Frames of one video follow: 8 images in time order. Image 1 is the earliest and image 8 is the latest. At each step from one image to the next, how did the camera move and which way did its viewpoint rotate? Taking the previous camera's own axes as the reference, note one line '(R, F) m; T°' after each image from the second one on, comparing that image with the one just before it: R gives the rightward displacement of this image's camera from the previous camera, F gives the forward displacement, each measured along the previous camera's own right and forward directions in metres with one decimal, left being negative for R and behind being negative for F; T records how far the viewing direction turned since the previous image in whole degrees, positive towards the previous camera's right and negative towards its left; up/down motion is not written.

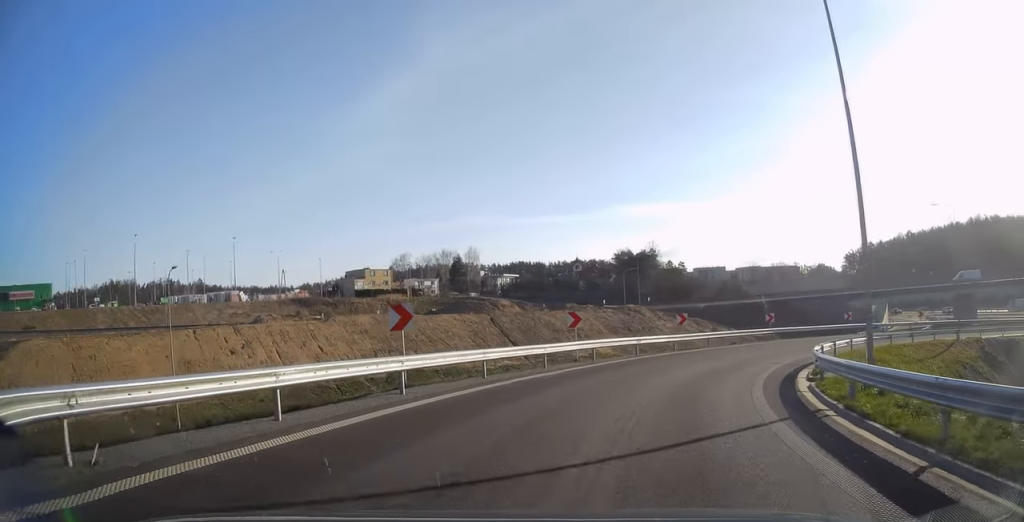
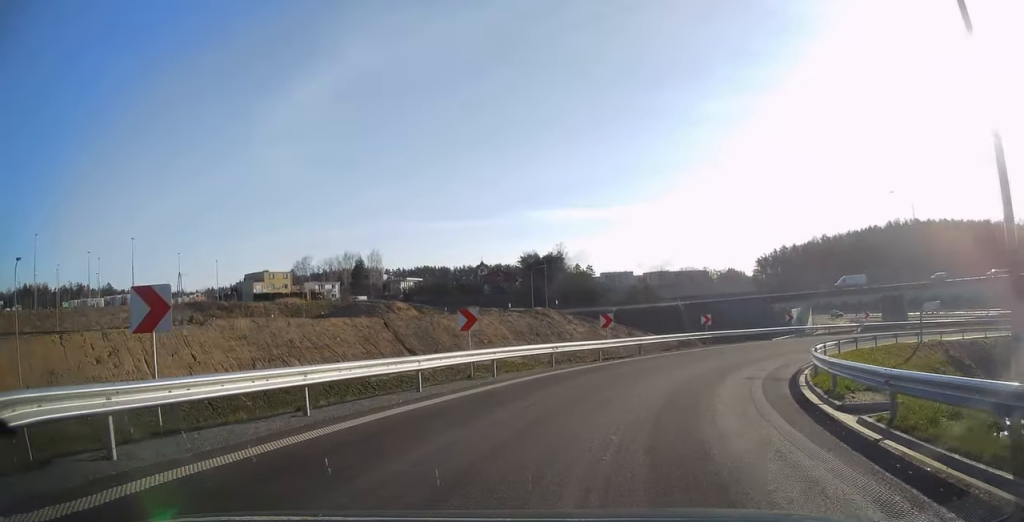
(+0.9, +6.5) m; +9°
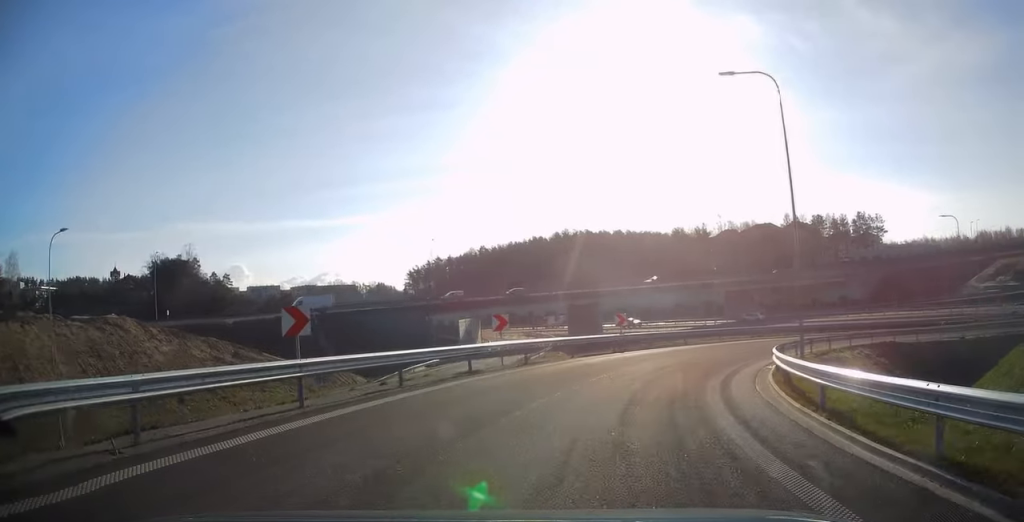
(+6.5, +23.0) m; +32°
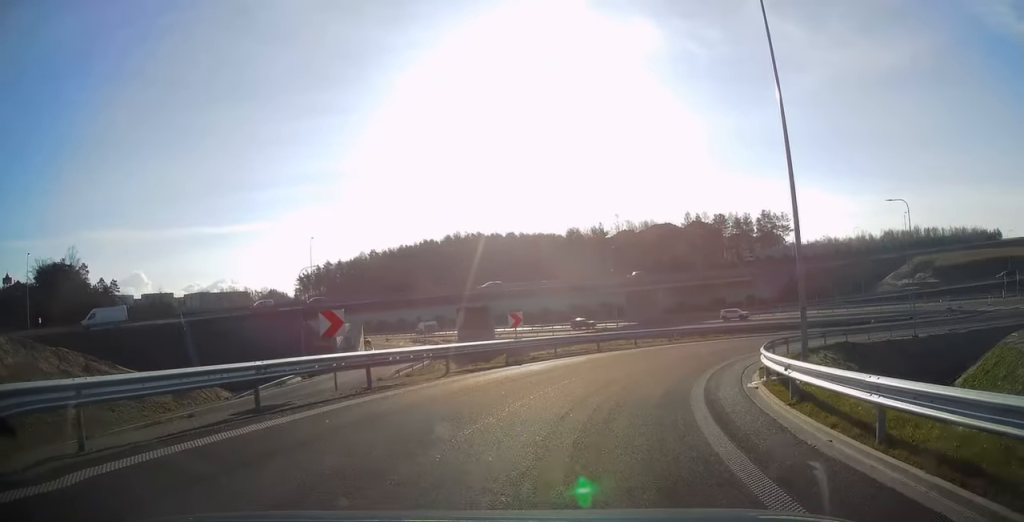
(+0.7, +7.8) m; +10°
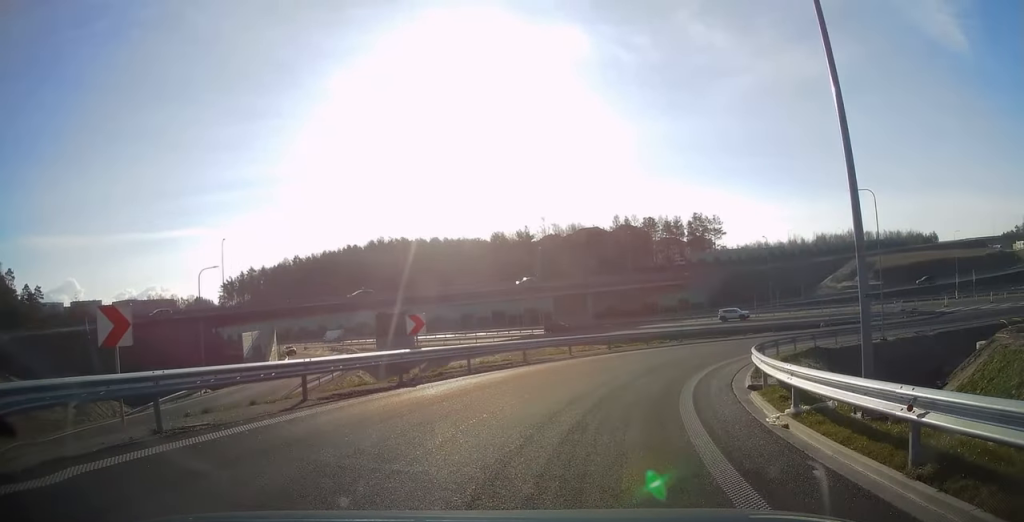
(+0.5, +5.6) m; +6°
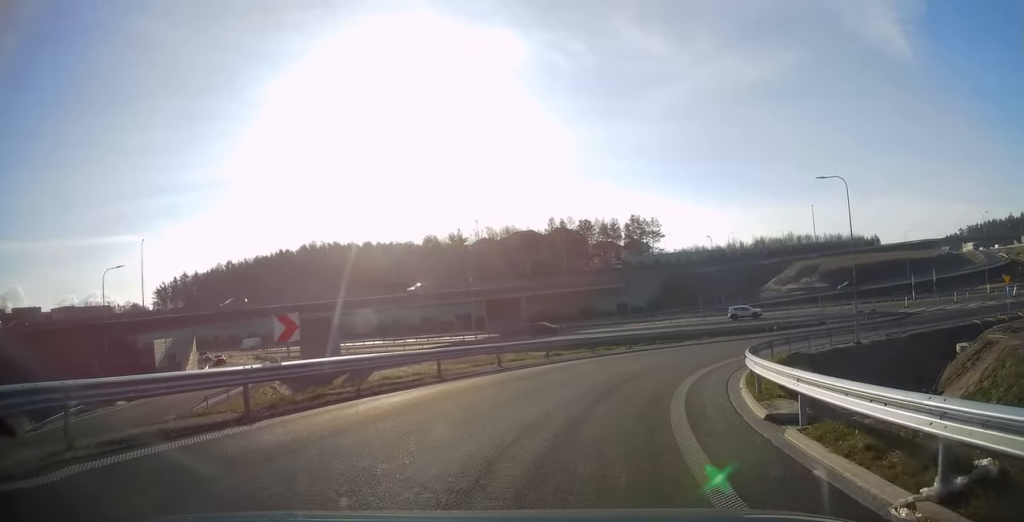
(+0.2, +5.2) m; +6°
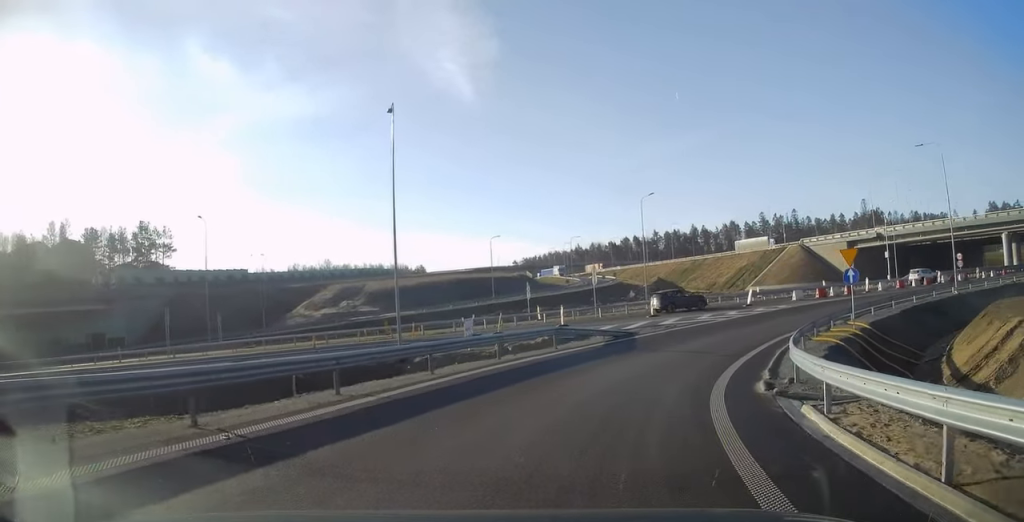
(+14.7, +33.5) m; +50°
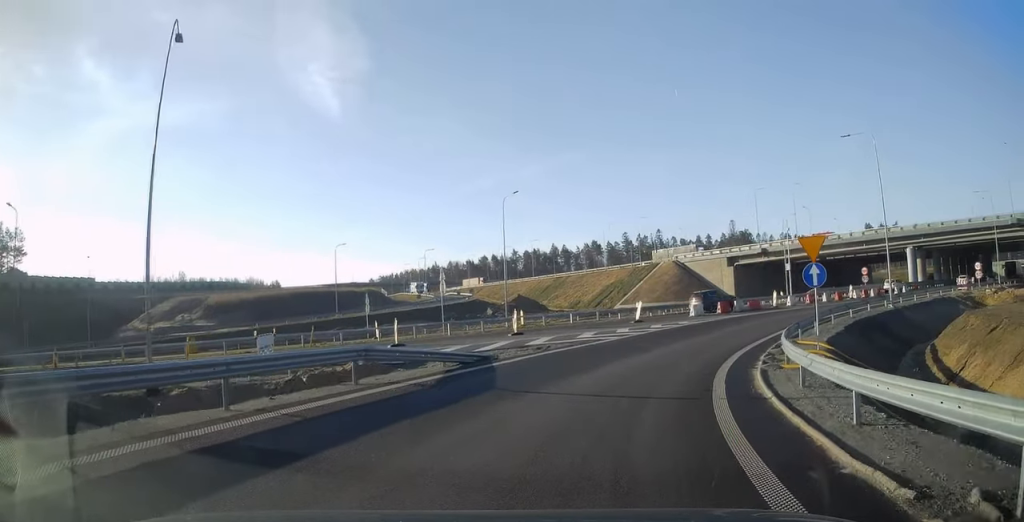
(+1.3, +9.7) m; +13°
